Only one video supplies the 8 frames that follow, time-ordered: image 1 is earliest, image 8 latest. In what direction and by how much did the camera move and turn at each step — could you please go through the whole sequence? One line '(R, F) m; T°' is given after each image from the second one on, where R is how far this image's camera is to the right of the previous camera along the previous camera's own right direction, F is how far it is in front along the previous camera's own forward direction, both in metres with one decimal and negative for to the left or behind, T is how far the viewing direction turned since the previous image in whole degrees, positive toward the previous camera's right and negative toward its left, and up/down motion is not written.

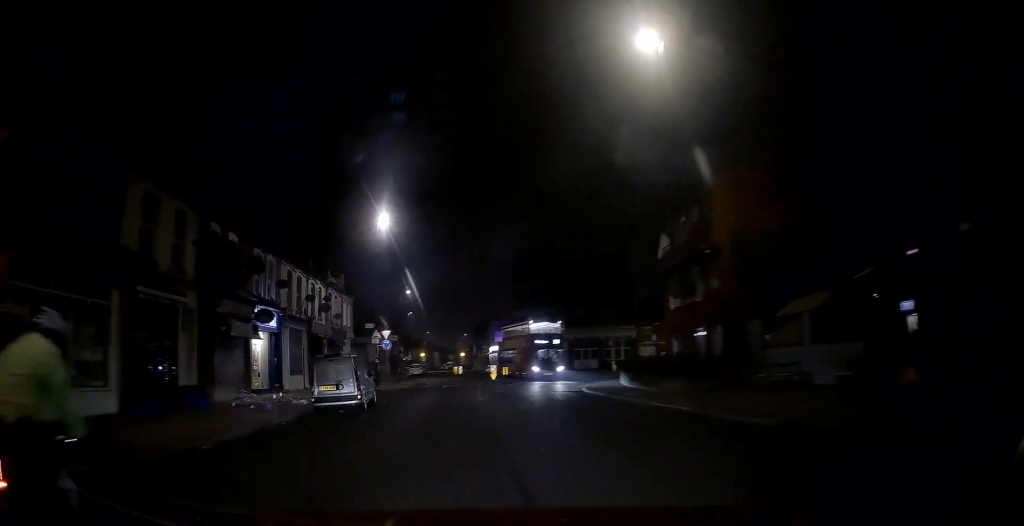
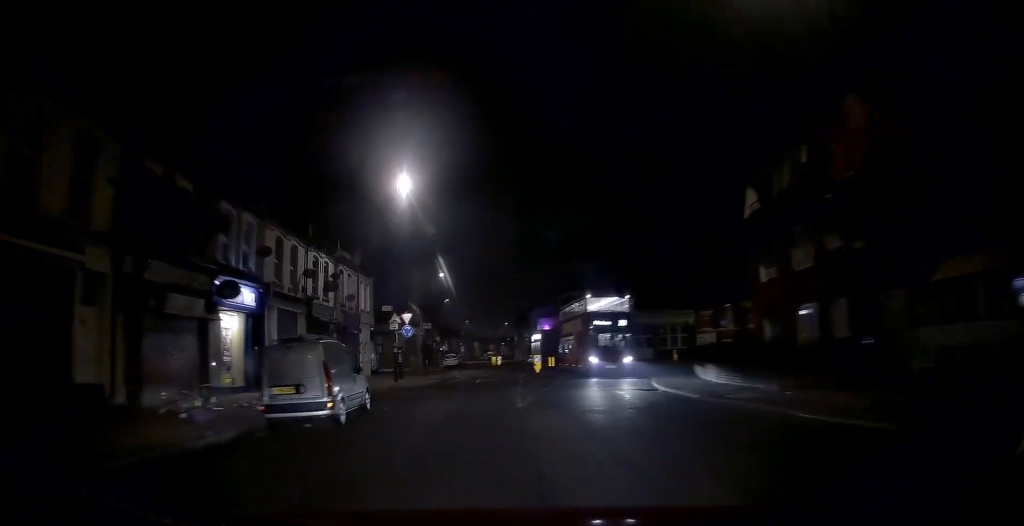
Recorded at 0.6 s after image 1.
(-0.1, +6.2) m; -3°
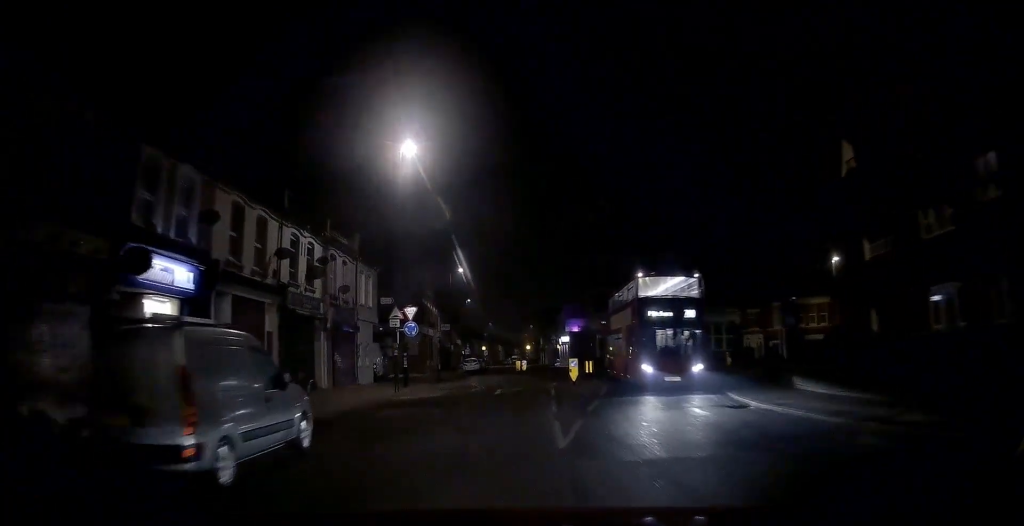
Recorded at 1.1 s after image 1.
(-0.2, +5.6) m; -2°
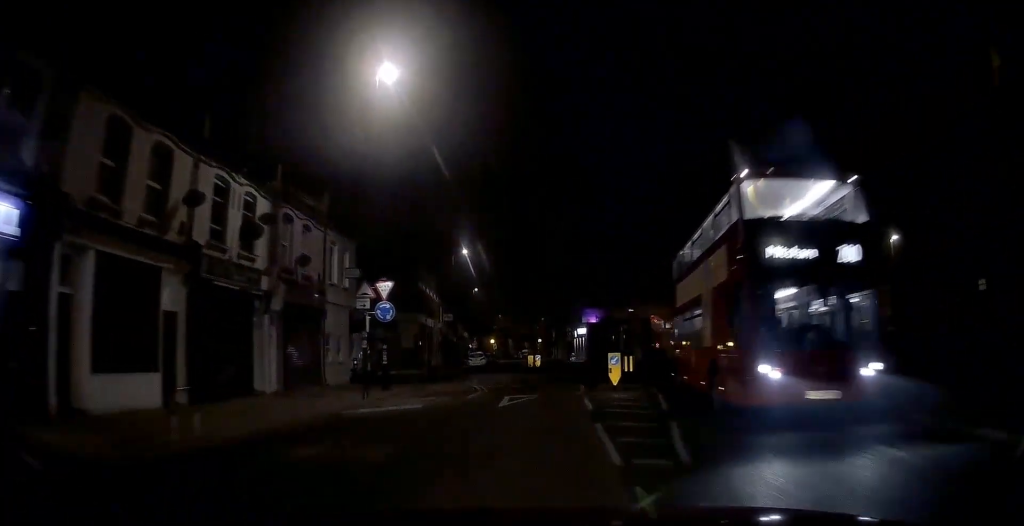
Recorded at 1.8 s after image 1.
(-0.1, +6.7) m; -2°
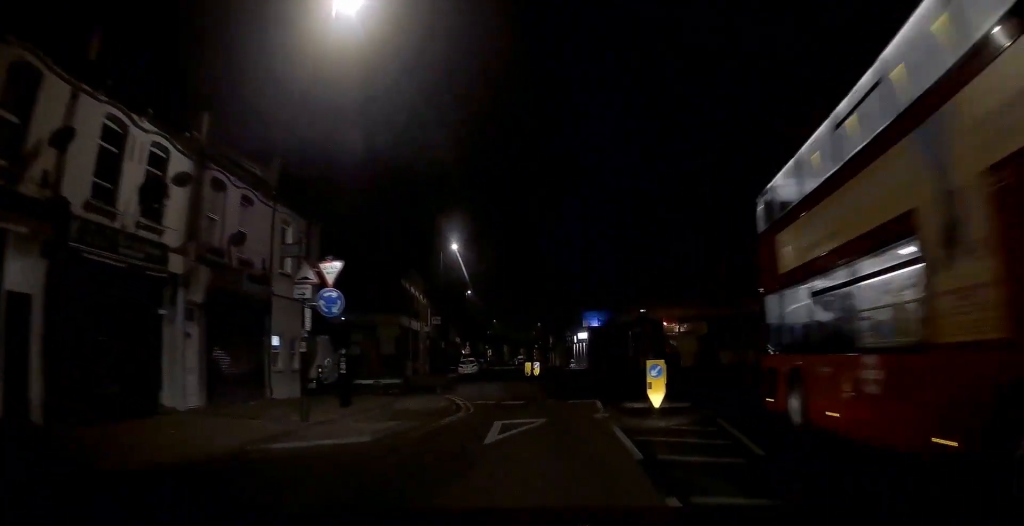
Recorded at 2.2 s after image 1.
(-0.1, +4.8) m; -1°
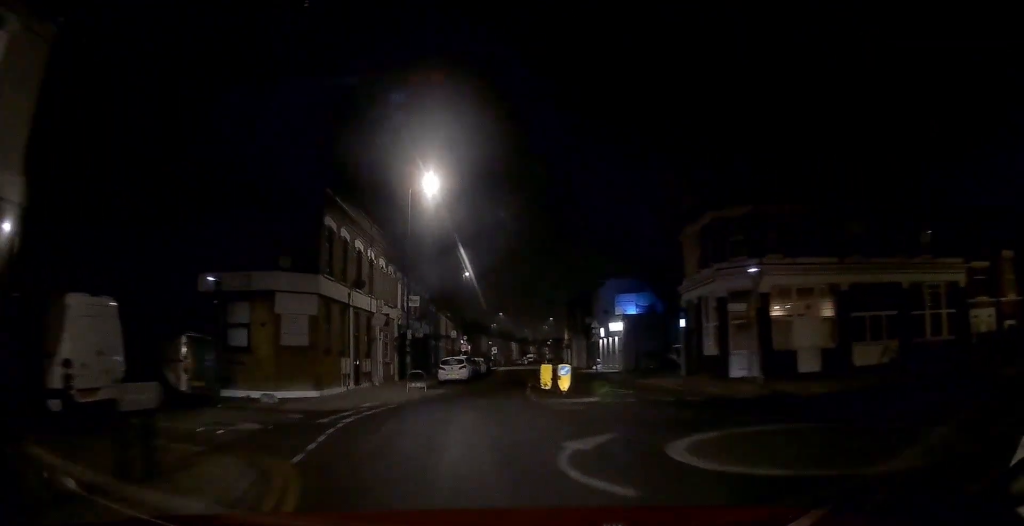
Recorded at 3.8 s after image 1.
(-0.2, +15.5) m; -1°
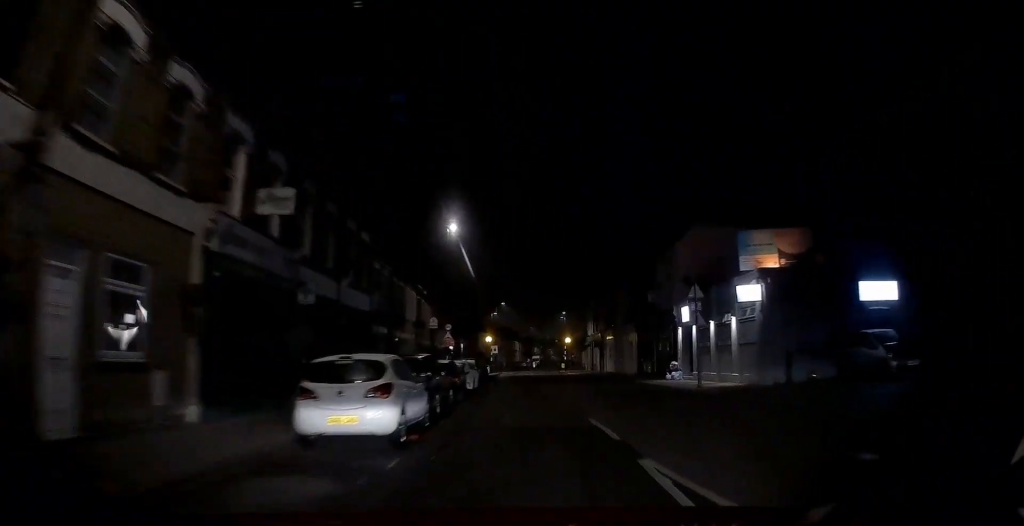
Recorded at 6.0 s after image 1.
(-0.1, +23.5) m; 0°
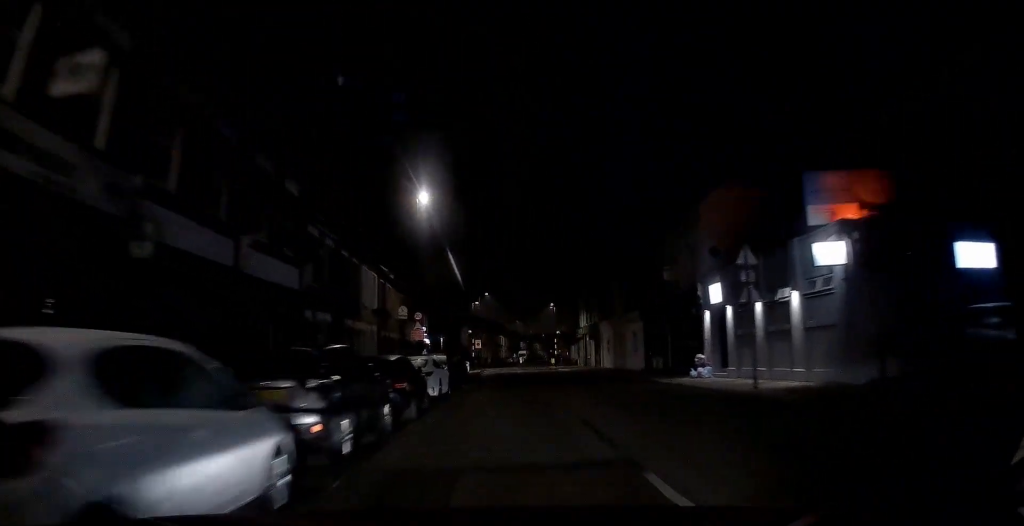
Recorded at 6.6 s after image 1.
(0.0, +7.9) m; 0°
